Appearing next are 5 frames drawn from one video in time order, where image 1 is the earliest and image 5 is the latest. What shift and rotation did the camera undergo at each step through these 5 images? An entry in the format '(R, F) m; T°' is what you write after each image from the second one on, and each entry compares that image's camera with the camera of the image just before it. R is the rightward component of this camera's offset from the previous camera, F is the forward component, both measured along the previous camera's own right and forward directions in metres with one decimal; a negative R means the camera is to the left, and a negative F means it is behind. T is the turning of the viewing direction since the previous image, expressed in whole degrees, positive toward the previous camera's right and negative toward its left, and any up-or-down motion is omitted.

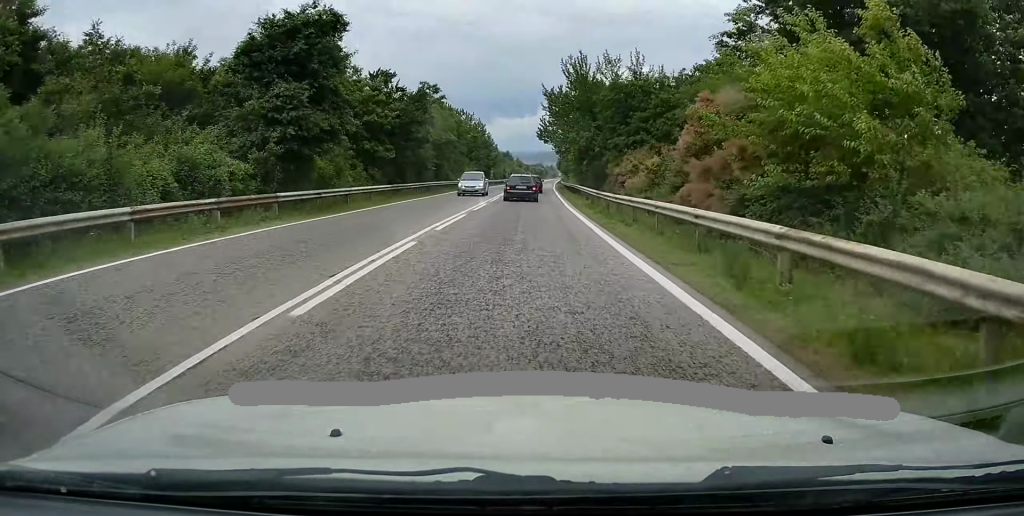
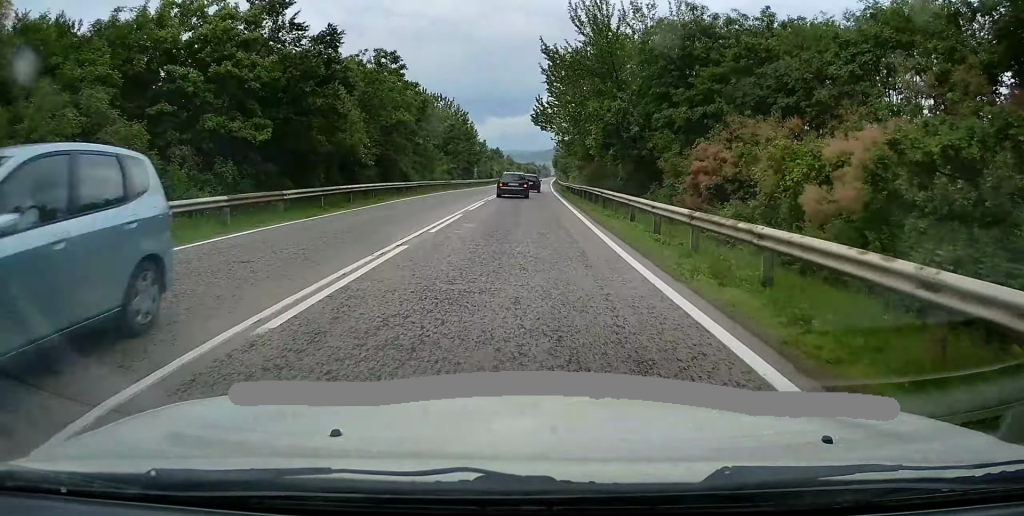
(+0.1, +18.5) m; 0°
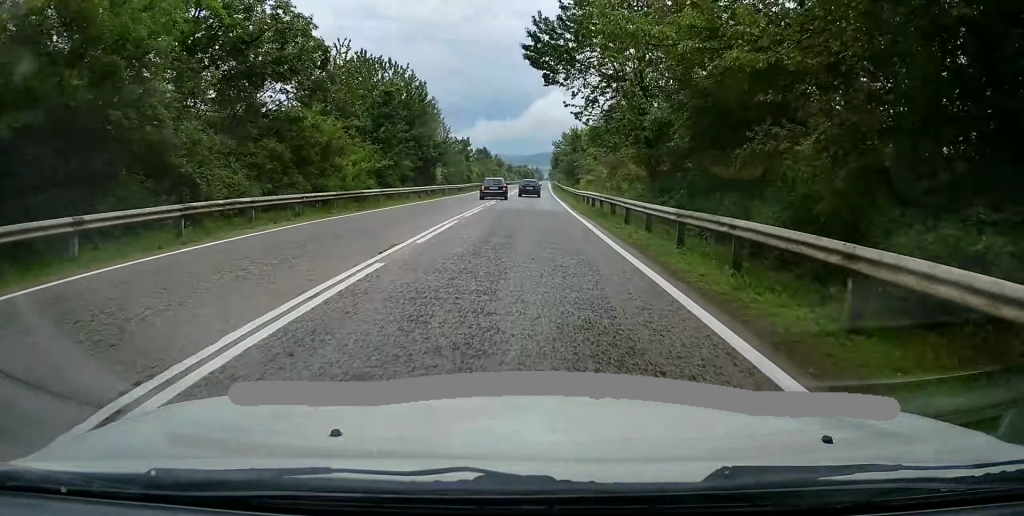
(+0.1, +28.9) m; 0°
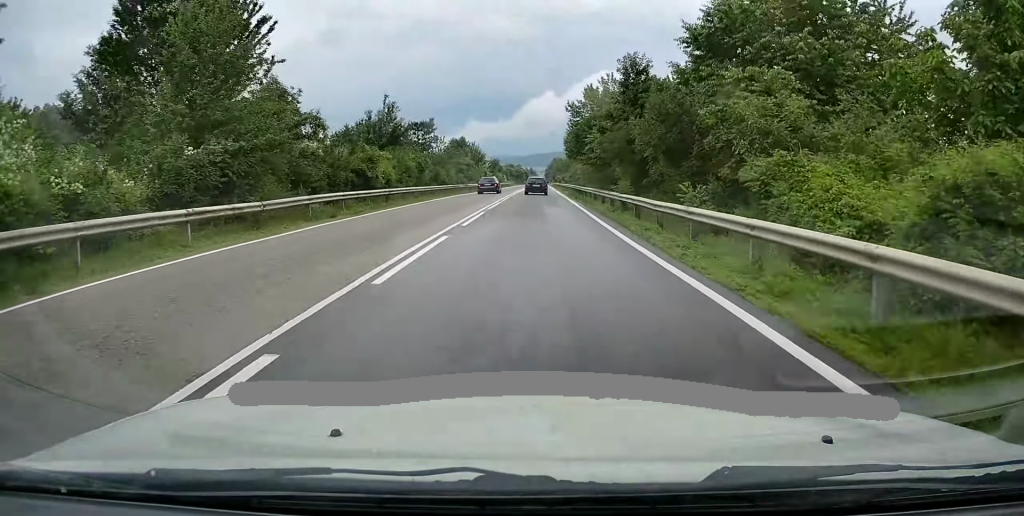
(+0.7, +48.9) m; +2°
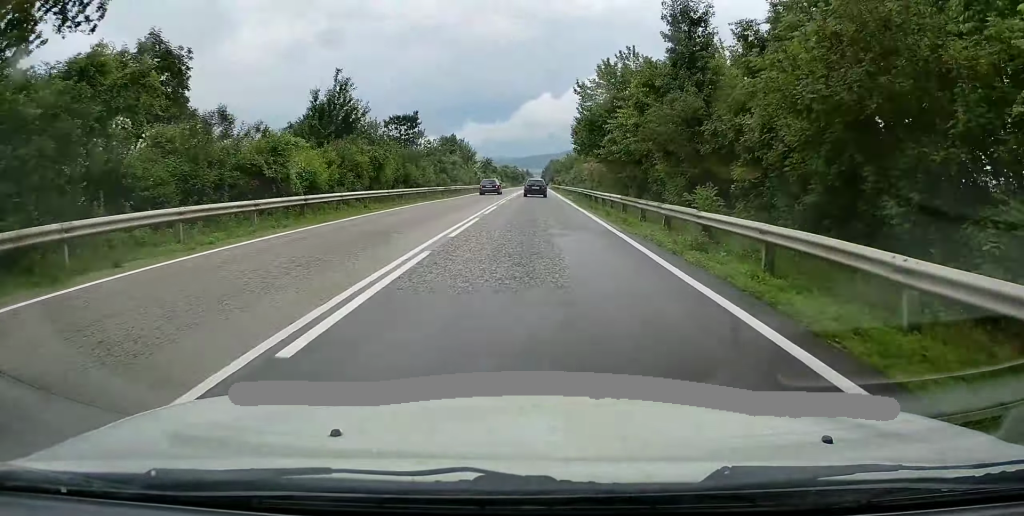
(+0.1, +11.7) m; 0°
